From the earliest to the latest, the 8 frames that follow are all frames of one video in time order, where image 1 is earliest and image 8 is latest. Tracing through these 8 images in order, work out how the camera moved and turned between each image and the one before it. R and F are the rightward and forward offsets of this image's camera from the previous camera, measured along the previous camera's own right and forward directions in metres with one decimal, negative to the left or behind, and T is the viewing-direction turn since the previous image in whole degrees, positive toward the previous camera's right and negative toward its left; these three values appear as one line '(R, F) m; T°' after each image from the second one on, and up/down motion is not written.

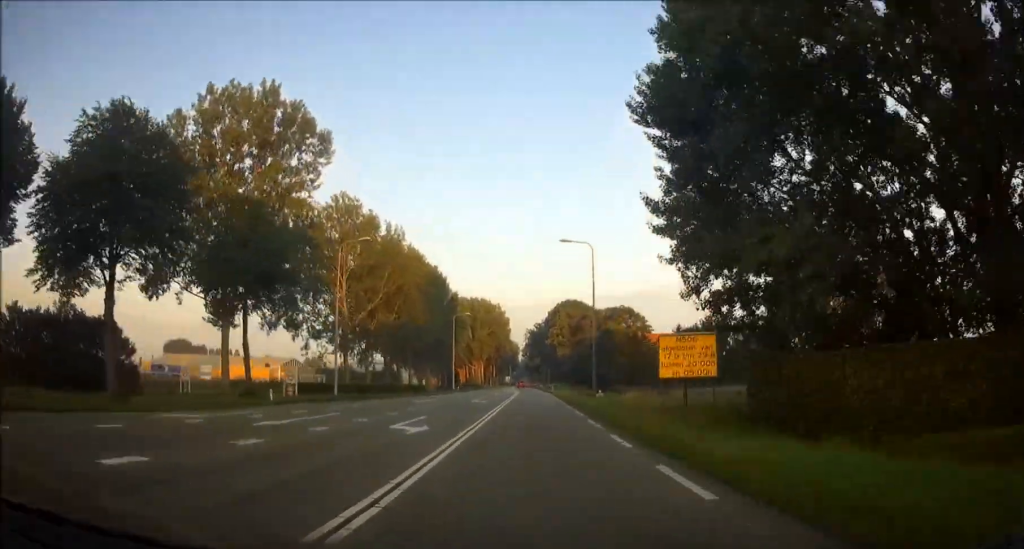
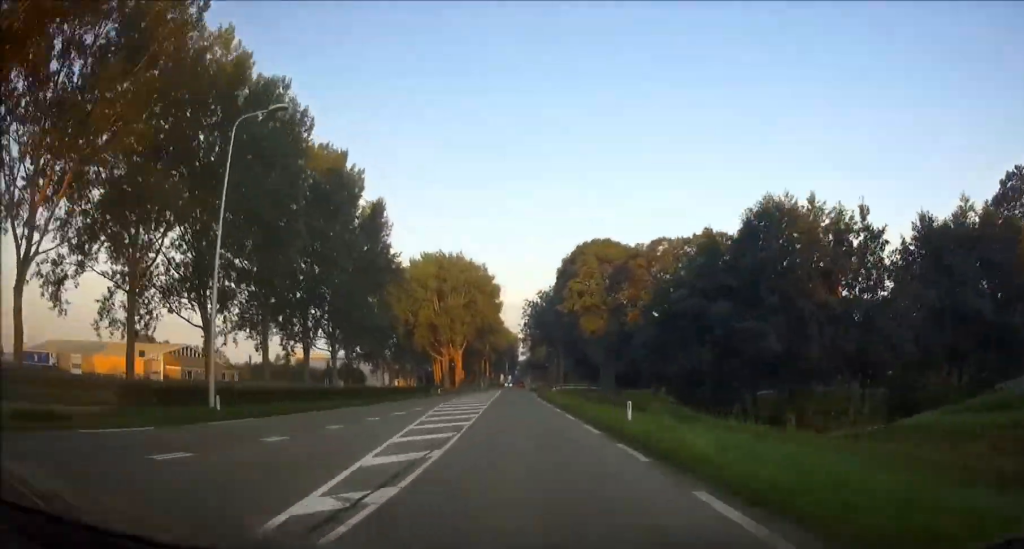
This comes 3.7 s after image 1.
(0.0, +65.0) m; -1°
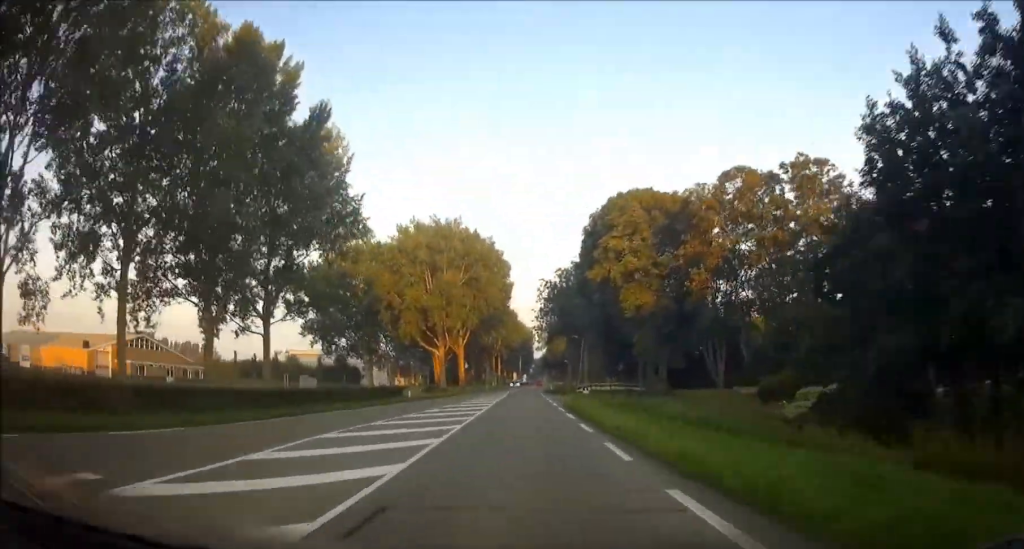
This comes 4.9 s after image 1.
(-0.3, +22.6) m; 0°
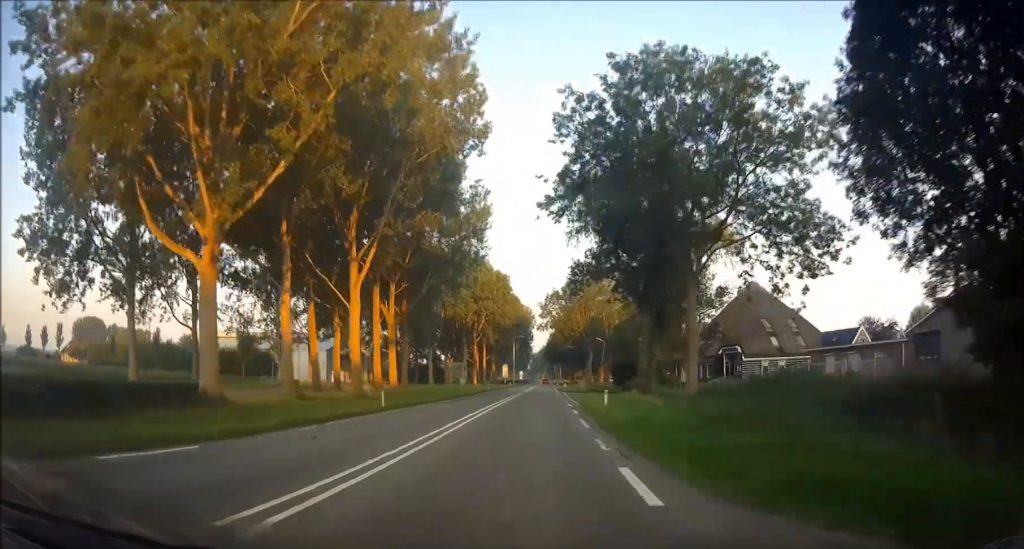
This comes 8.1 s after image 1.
(+0.4, +66.6) m; +1°
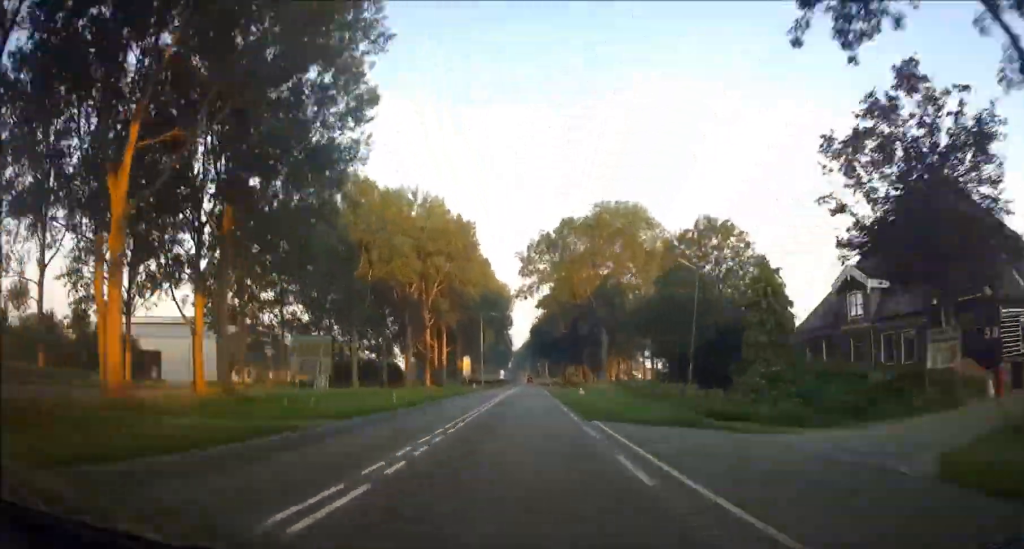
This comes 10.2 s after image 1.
(+0.4, +45.4) m; +1°
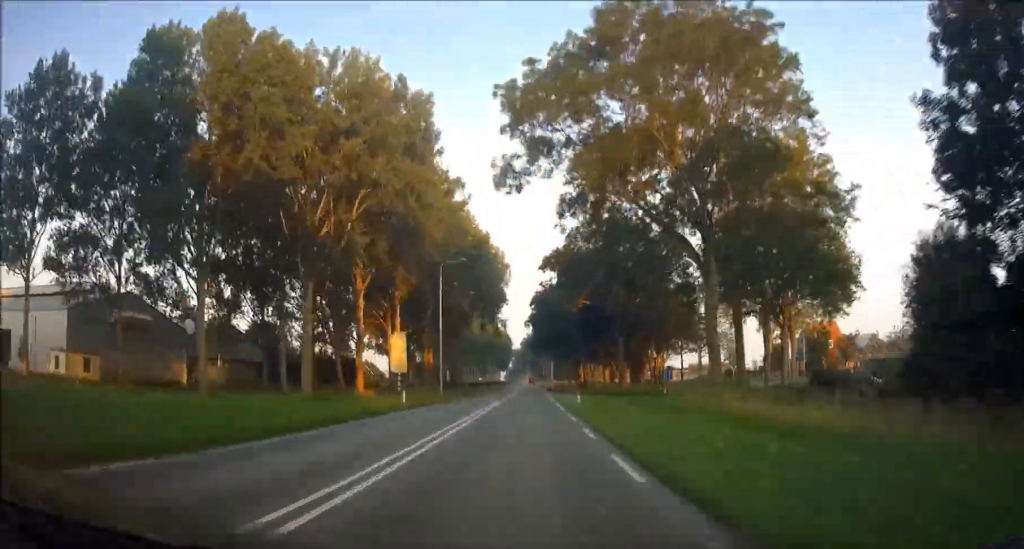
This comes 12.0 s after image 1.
(+0.1, +41.5) m; 0°
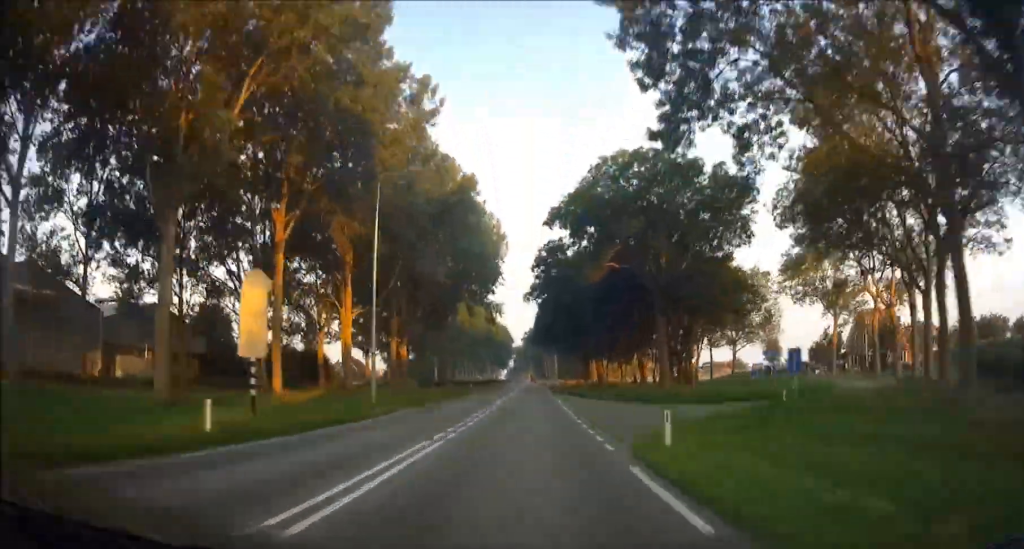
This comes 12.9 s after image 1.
(-0.2, +20.4) m; 0°
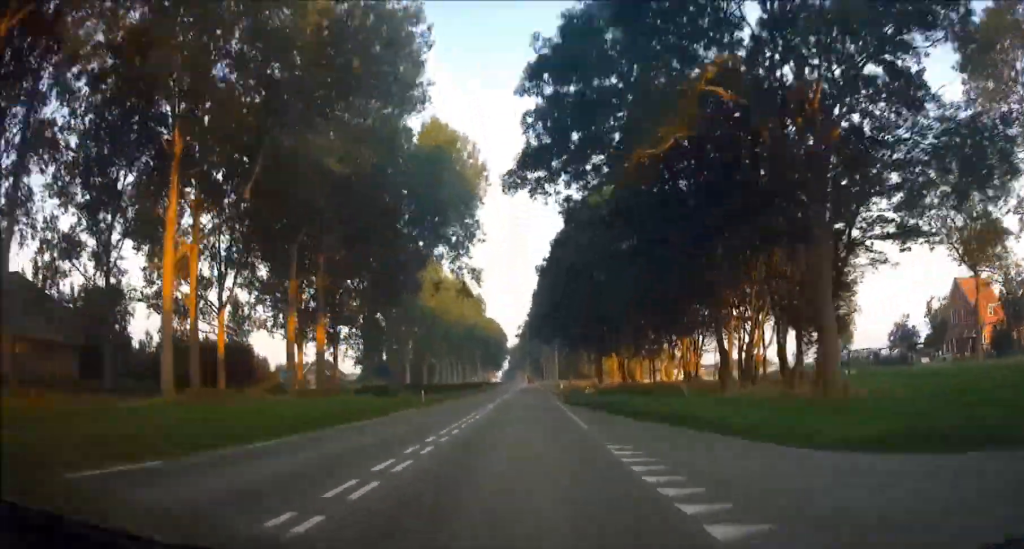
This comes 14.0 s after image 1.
(+0.3, +27.2) m; 0°
